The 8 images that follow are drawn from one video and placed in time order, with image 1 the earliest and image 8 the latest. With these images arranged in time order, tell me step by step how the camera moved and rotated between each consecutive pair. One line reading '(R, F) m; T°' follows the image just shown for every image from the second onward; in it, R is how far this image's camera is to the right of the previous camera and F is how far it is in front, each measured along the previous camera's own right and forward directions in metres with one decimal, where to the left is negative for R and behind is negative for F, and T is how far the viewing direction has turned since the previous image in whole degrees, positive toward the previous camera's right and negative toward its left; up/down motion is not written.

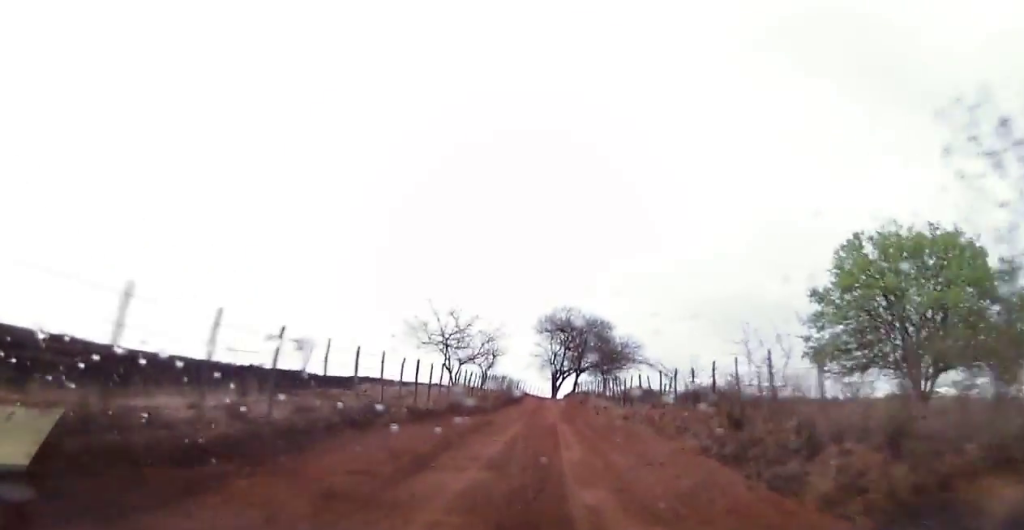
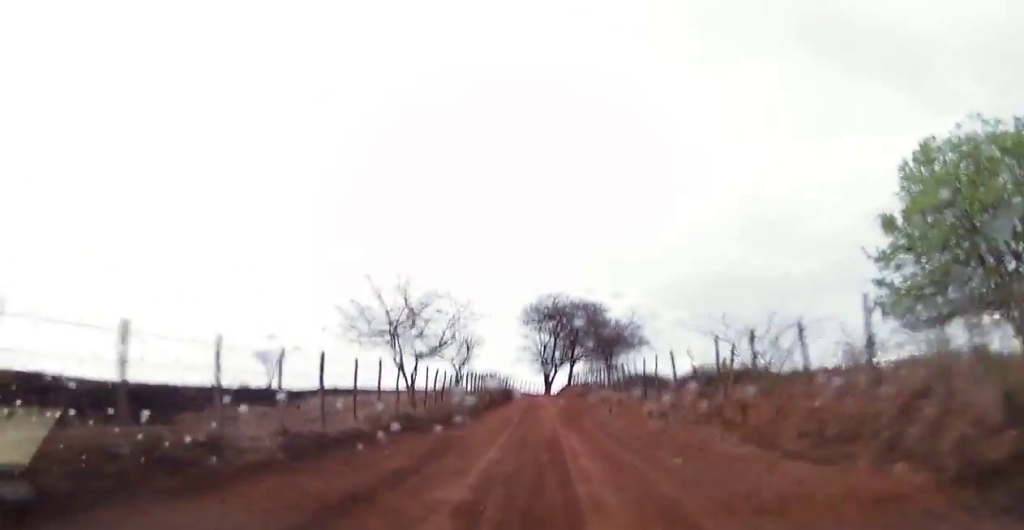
(0.0, +9.7) m; 0°
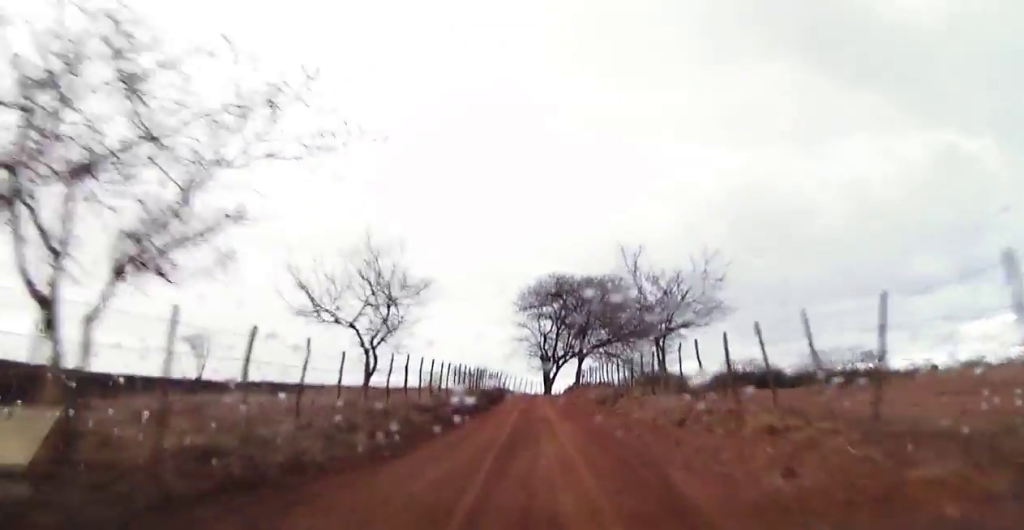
(0.0, +17.7) m; 0°
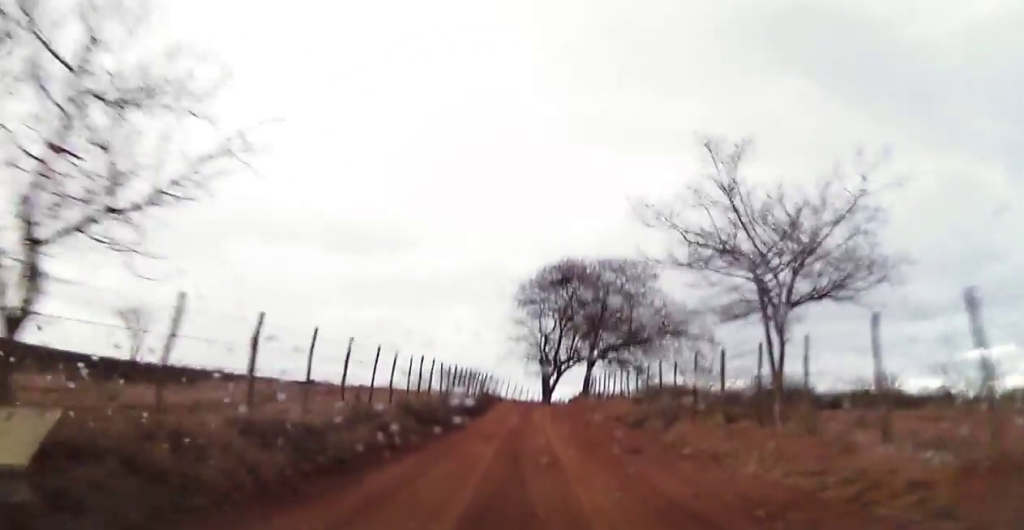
(0.0, +11.1) m; 0°
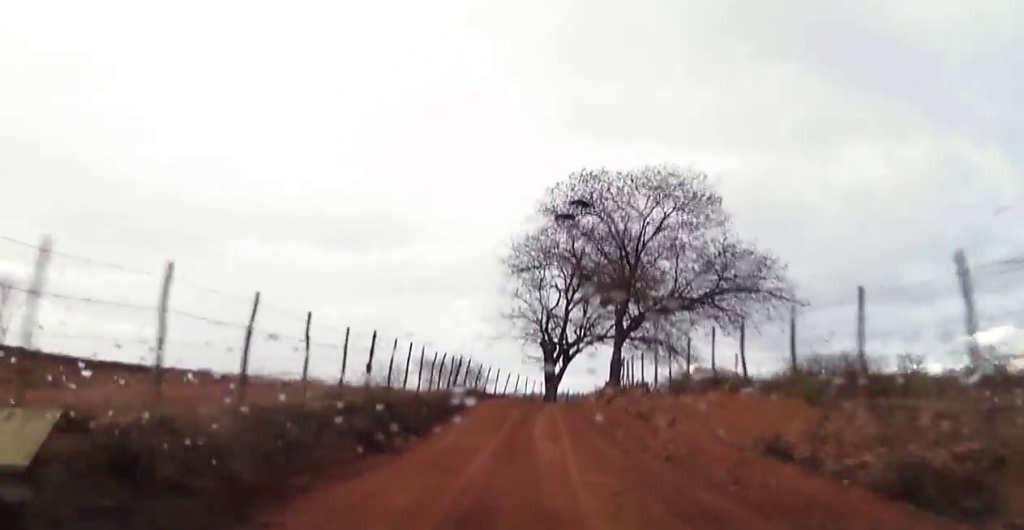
(-0.1, +14.6) m; 0°
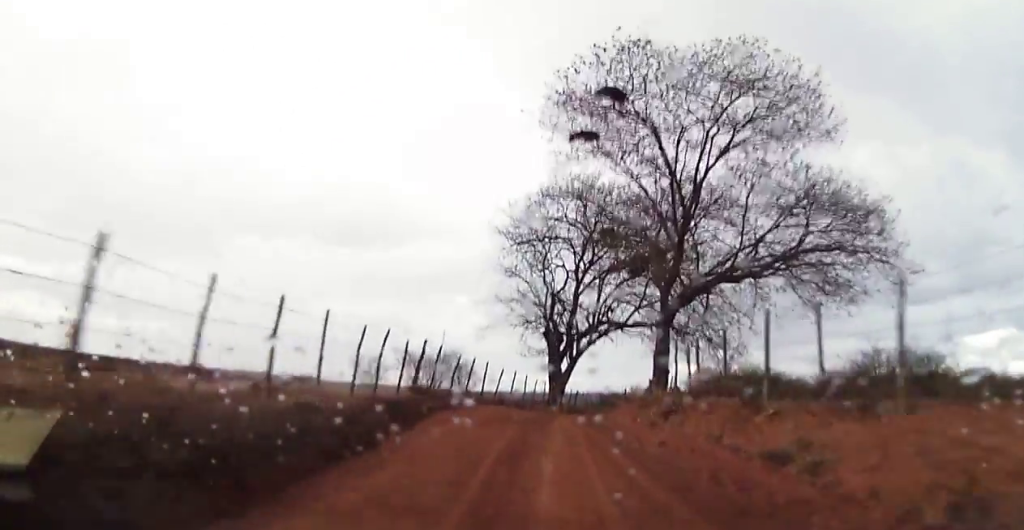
(0.0, +10.0) m; +1°
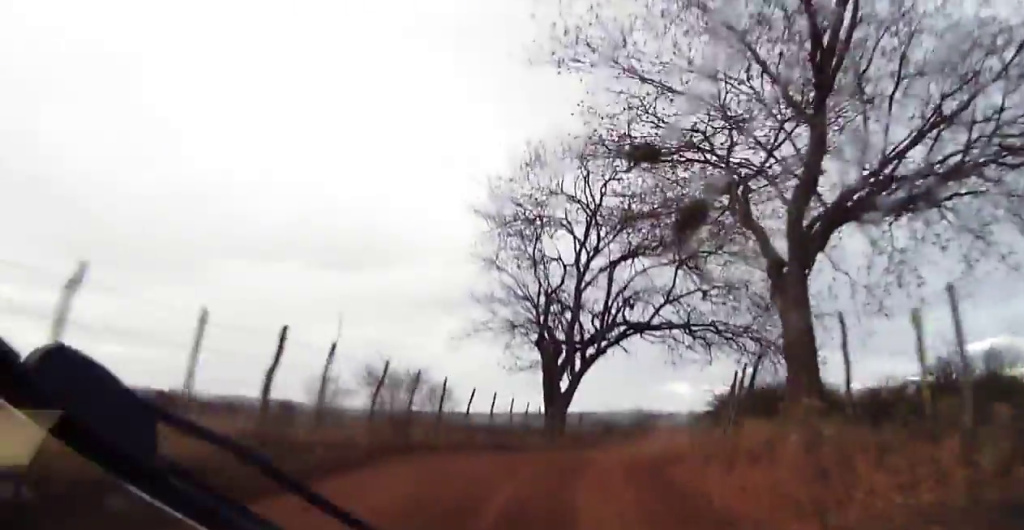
(+0.1, +11.1) m; +2°
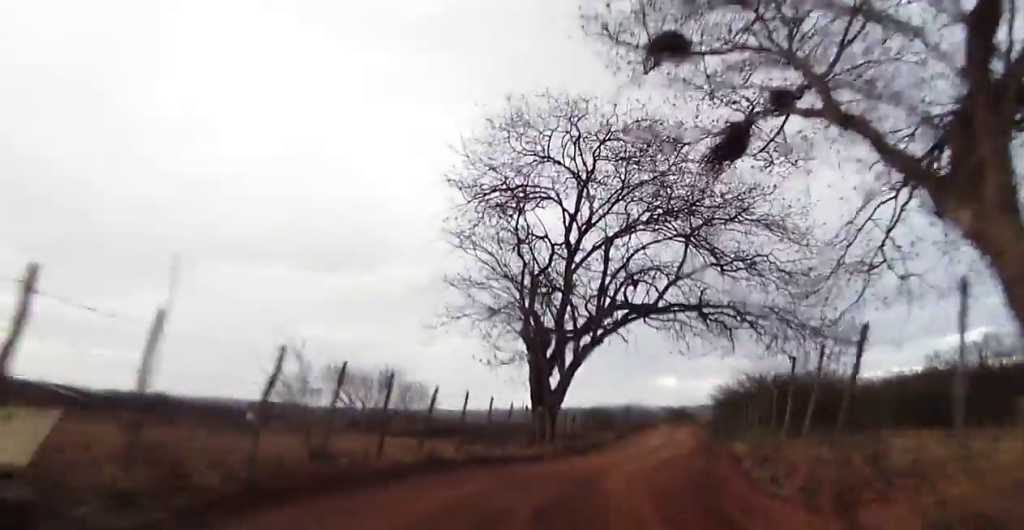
(-0.1, +4.7) m; +2°
